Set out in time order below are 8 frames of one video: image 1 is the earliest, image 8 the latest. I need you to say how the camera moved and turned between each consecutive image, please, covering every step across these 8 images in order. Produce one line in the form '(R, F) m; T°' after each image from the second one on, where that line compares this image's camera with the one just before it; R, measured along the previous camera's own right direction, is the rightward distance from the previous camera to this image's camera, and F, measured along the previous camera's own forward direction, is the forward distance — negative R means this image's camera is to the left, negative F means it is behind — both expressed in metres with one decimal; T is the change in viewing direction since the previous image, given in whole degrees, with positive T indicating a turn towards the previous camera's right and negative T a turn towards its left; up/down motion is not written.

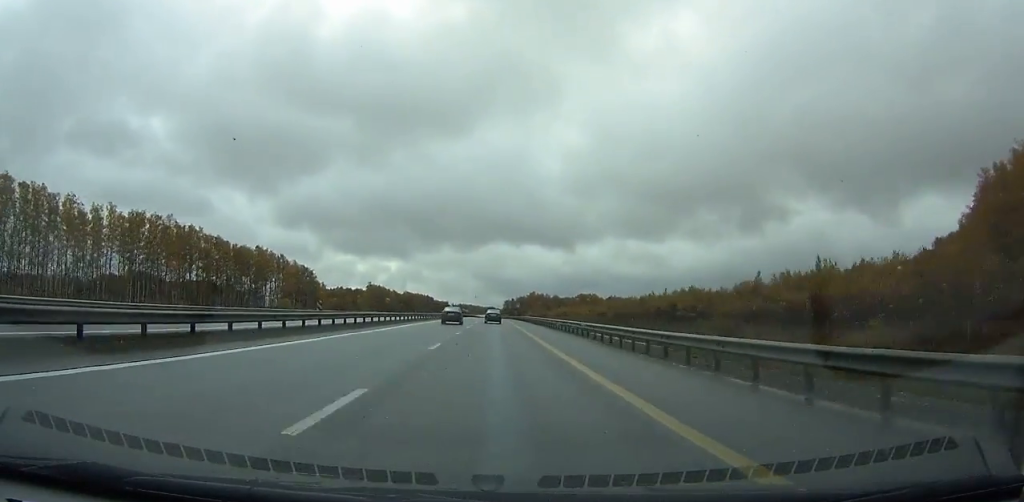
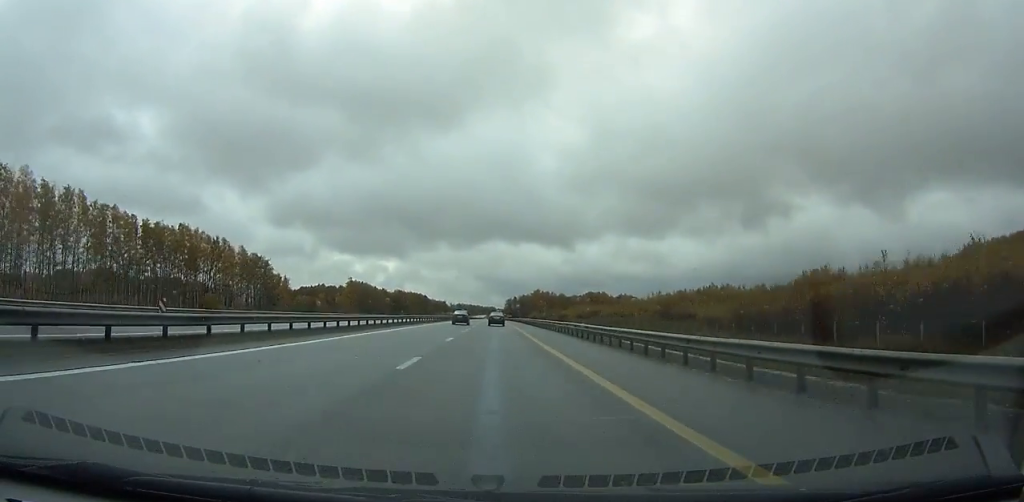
(+0.1, +52.3) m; 0°
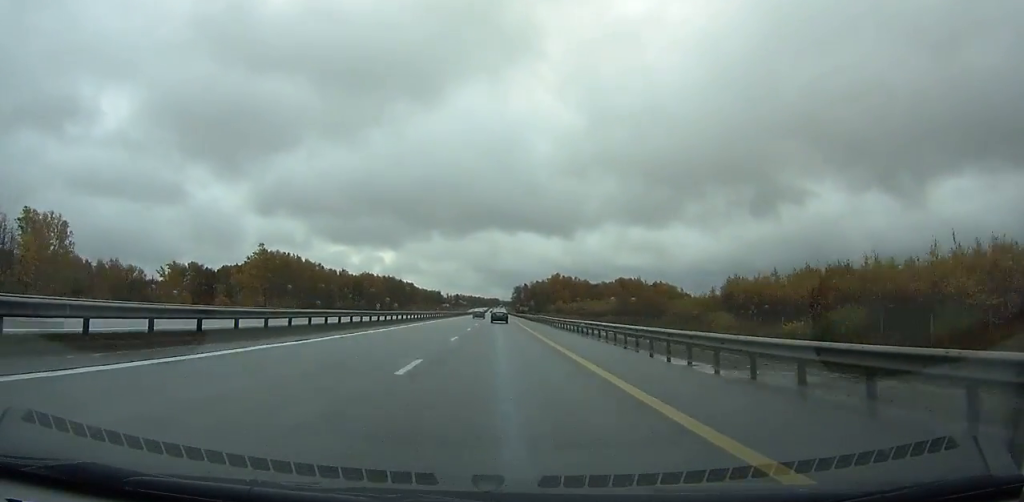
(-0.3, +133.5) m; 0°
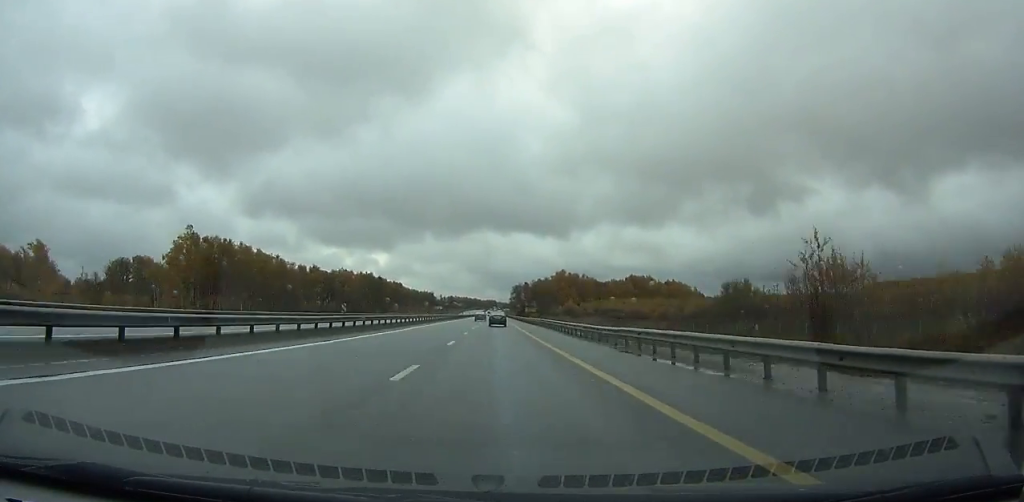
(0.0, +47.1) m; 0°
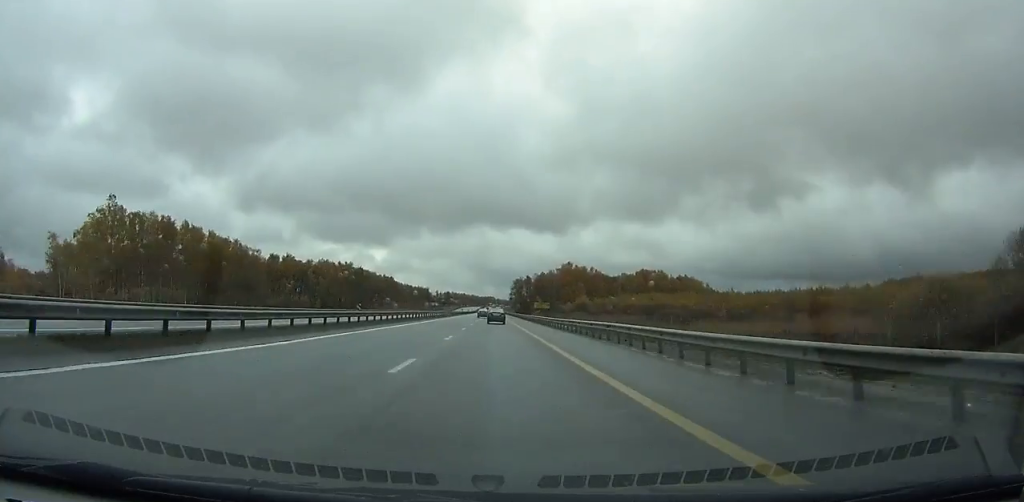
(0.0, +35.9) m; 0°
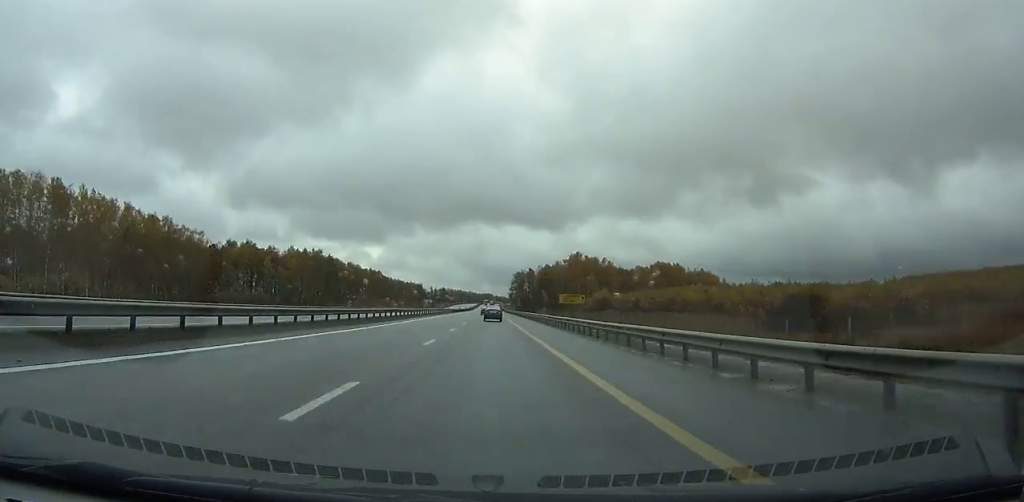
(0.0, +41.0) m; 0°
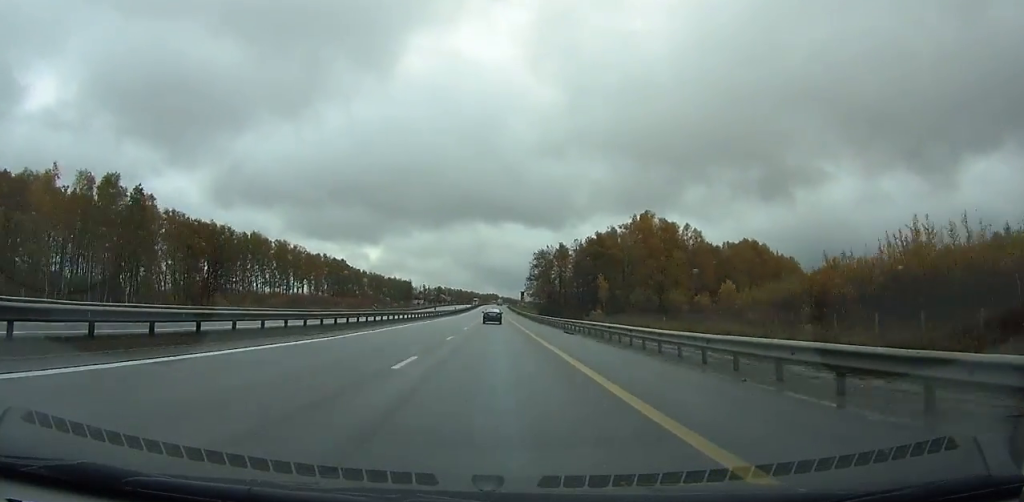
(-0.2, +115.4) m; 0°
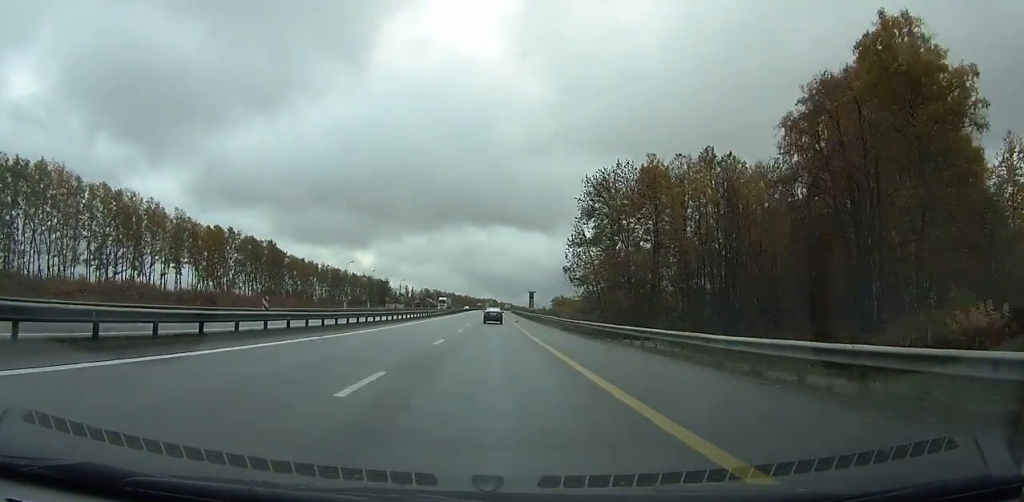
(+0.1, +99.6) m; 0°
